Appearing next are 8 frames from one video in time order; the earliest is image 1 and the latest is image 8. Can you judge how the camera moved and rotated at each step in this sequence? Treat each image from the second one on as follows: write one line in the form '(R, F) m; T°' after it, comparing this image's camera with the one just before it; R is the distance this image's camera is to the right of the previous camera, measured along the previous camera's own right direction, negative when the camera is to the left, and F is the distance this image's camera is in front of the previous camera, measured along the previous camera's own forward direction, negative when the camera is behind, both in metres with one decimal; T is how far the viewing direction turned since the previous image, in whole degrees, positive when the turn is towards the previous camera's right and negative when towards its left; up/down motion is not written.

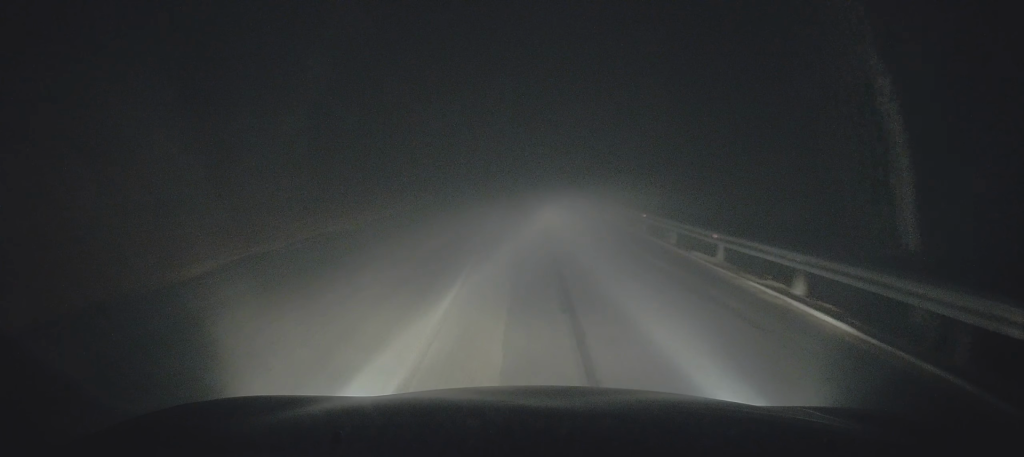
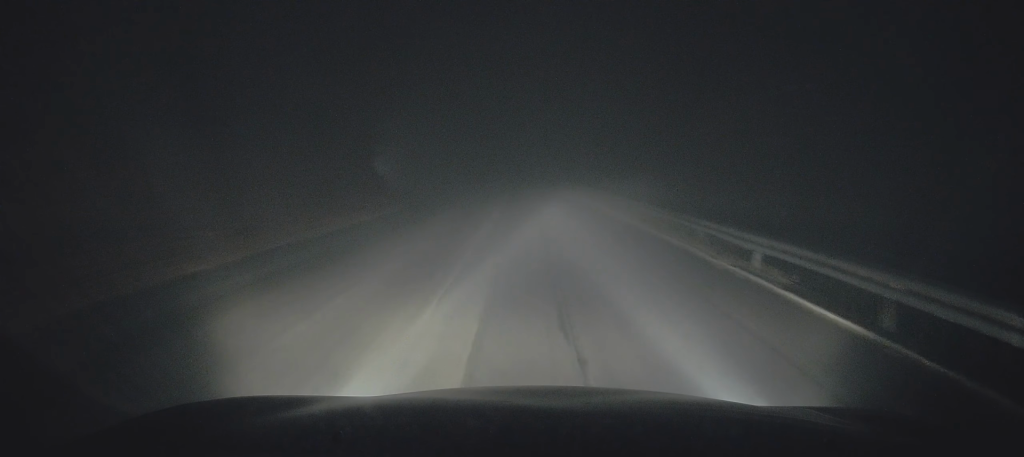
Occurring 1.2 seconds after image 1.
(-0.5, +13.6) m; -2°
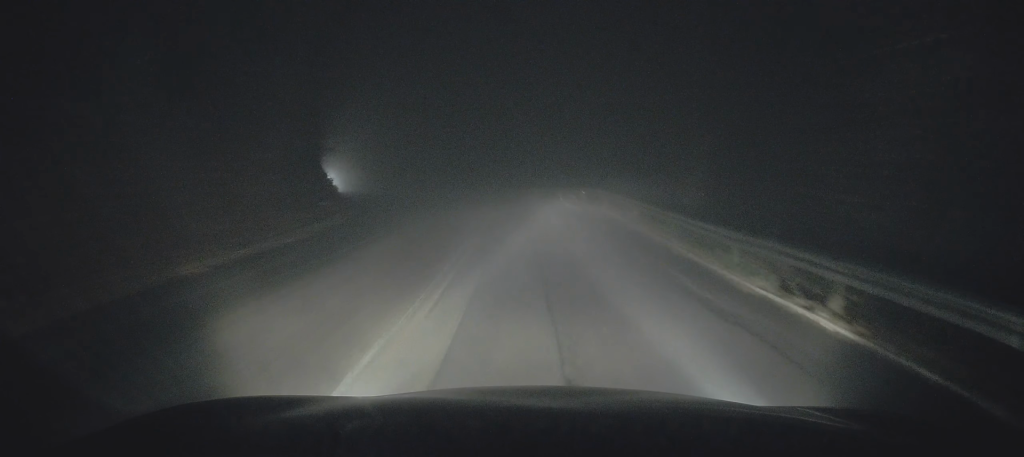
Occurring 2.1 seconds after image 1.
(0.0, +10.0) m; -1°
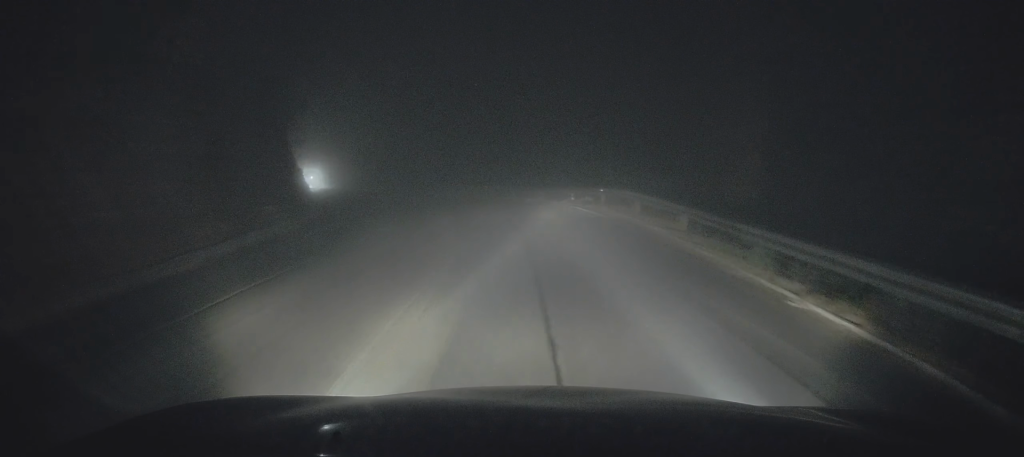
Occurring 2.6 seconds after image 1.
(+0.1, +5.2) m; -1°
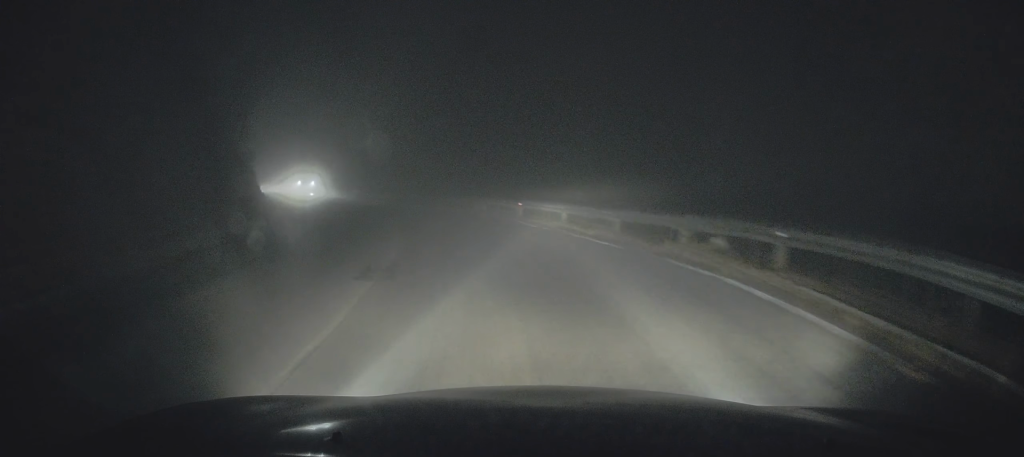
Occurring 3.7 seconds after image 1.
(-0.4, +12.5) m; -5°
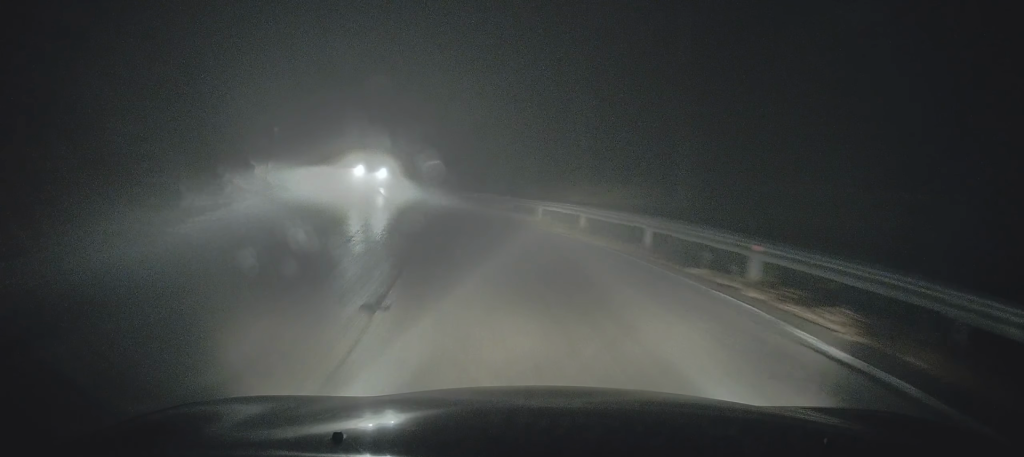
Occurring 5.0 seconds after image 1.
(-1.0, +13.9) m; -9°
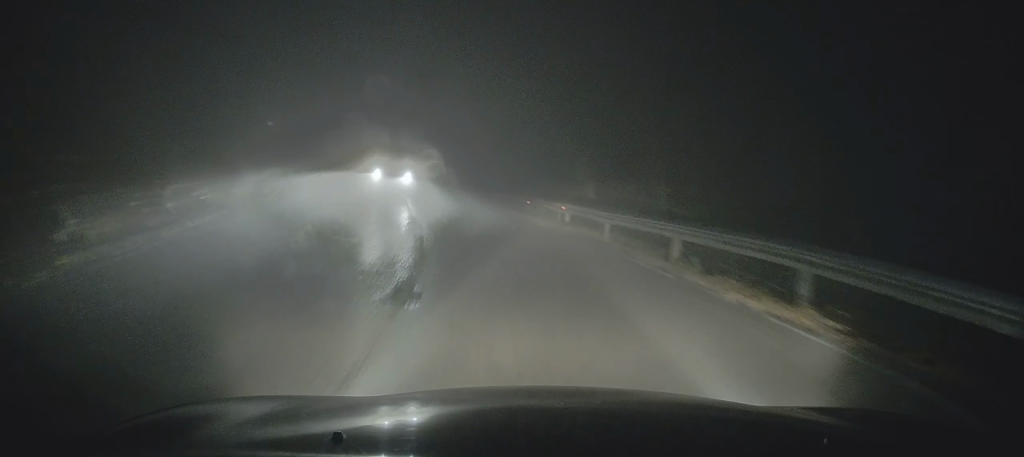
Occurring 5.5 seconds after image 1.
(-0.3, +5.0) m; -4°
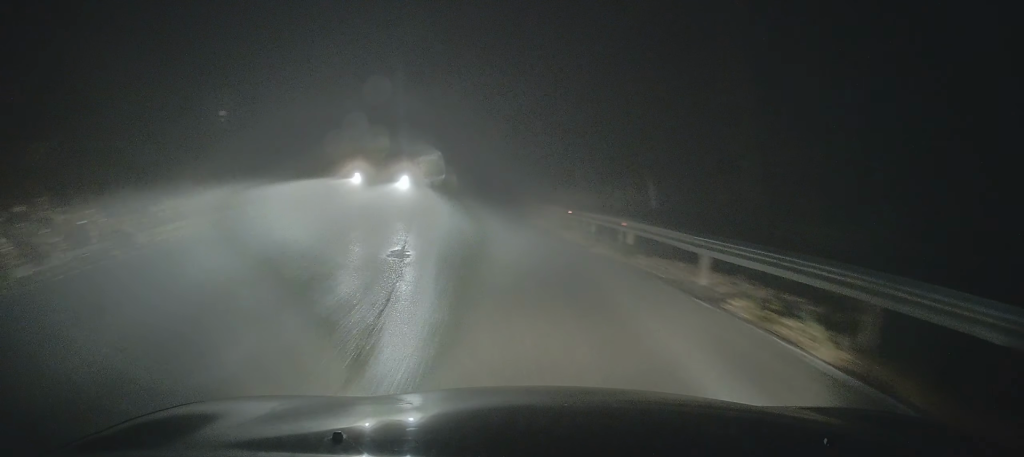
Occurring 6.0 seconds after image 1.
(-0.2, +5.3) m; -3°
